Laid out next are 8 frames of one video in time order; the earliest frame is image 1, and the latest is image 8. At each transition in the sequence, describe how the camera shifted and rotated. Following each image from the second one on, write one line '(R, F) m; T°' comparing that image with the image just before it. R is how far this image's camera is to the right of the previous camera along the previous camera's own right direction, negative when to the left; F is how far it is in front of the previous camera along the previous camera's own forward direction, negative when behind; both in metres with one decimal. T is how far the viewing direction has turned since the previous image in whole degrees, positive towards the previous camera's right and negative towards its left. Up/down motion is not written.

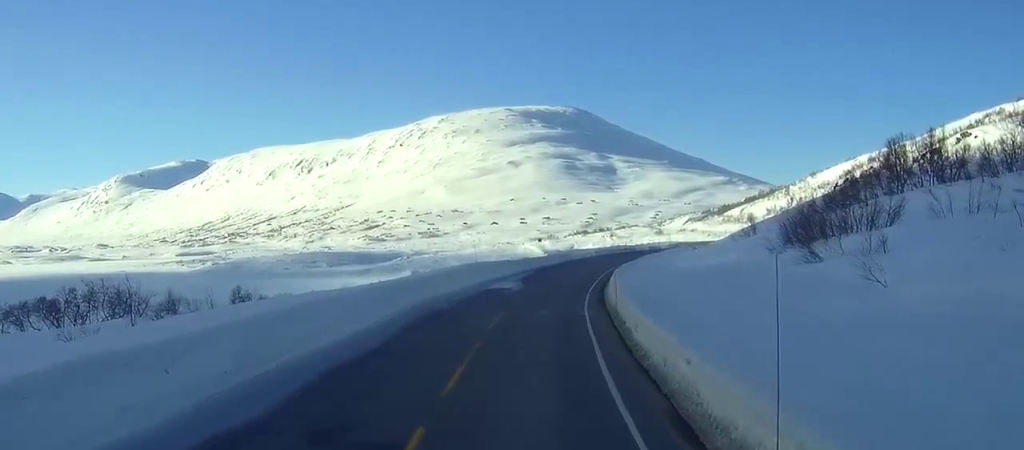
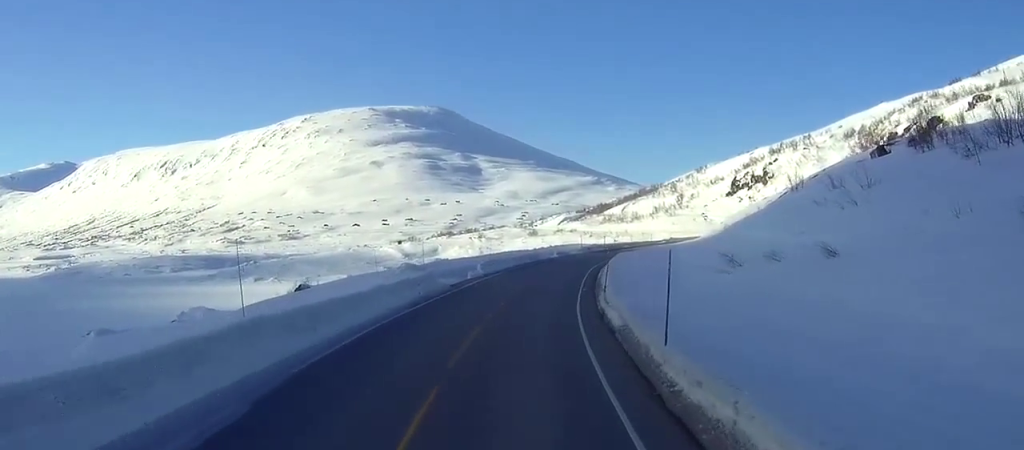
(+4.1, +70.3) m; +7°
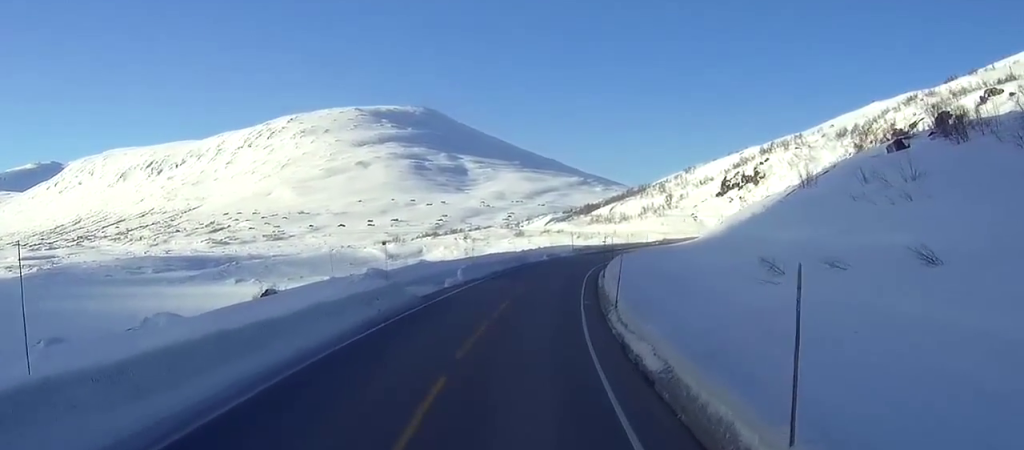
(+0.2, +10.2) m; +1°
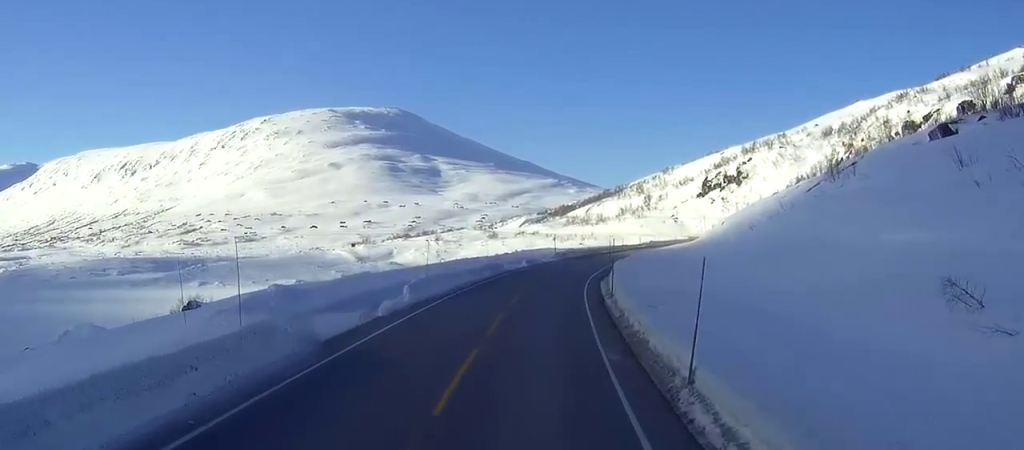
(+0.3, +19.1) m; +2°
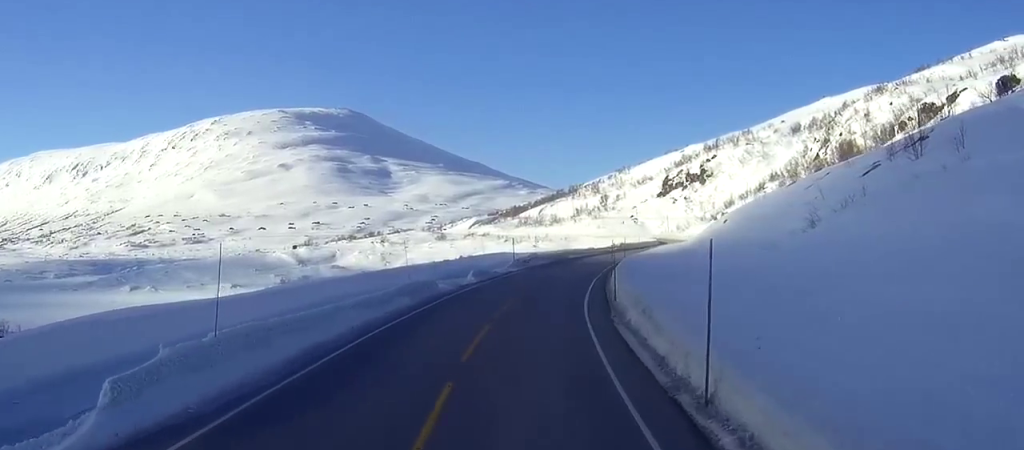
(+0.6, +29.6) m; +3°
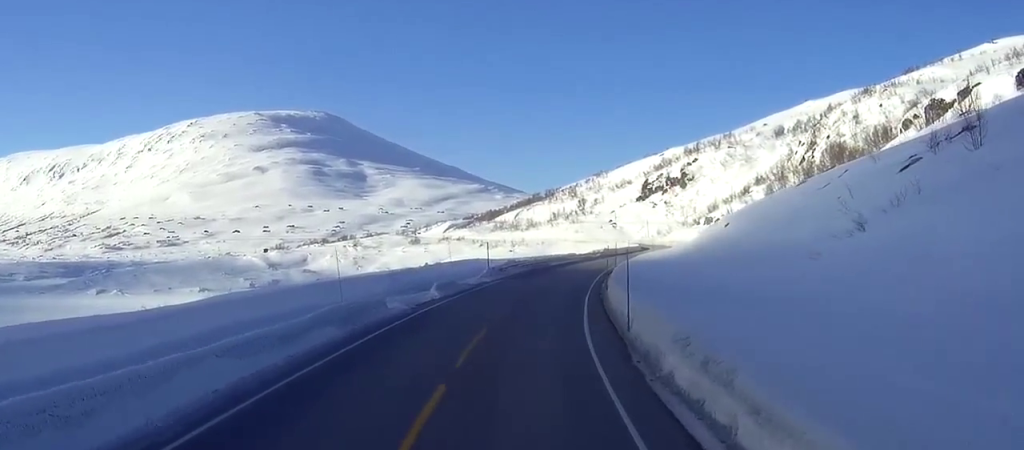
(+0.1, +12.2) m; +1°
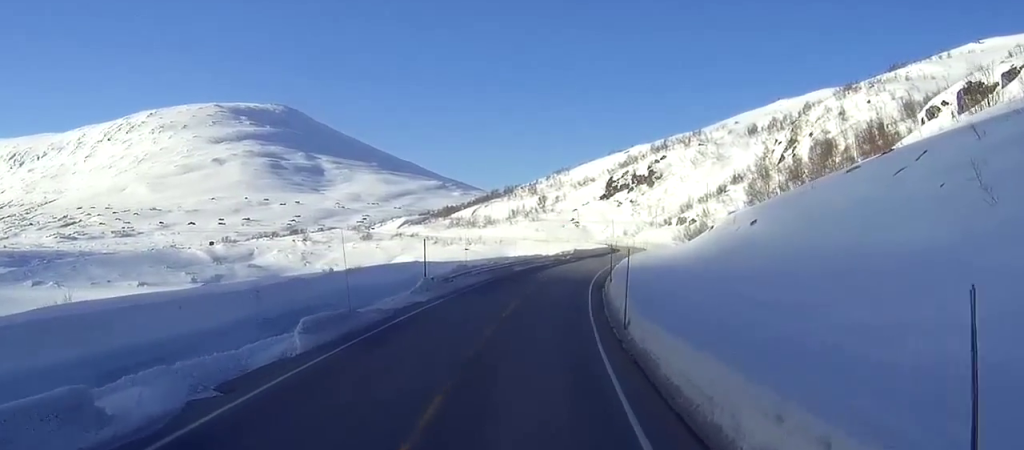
(+0.6, +24.5) m; +3°
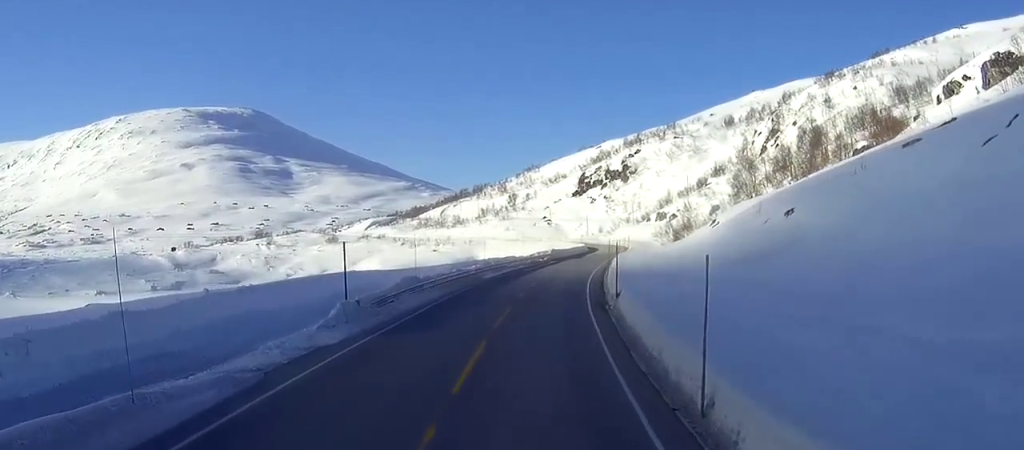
(+0.3, +16.1) m; +1°
